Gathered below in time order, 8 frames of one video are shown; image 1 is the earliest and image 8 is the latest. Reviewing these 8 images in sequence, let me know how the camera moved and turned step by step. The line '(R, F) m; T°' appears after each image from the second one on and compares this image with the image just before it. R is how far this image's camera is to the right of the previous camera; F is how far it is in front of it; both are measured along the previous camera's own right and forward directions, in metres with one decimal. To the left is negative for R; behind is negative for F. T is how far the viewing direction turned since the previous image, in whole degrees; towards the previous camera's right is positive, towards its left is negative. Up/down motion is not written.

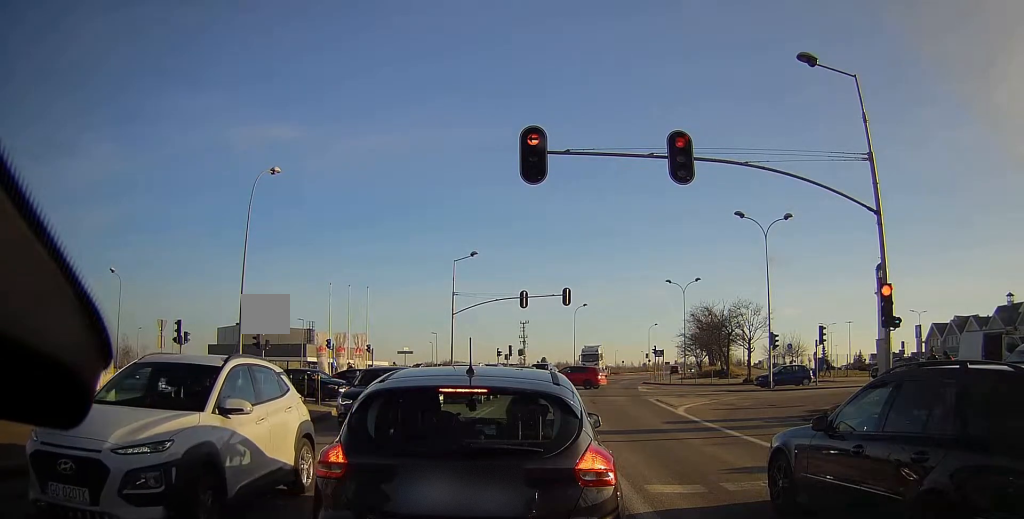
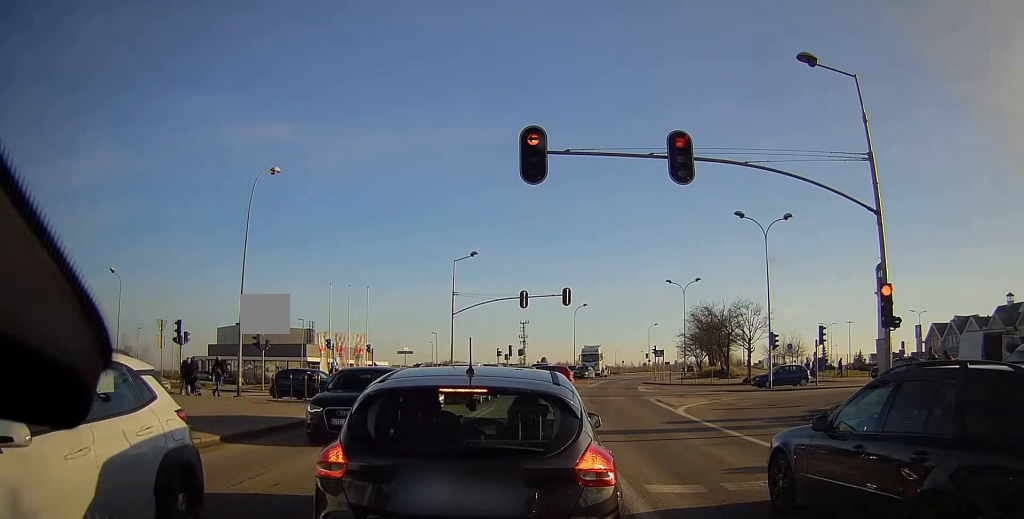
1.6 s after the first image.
(0.0, 0.0) m; 0°
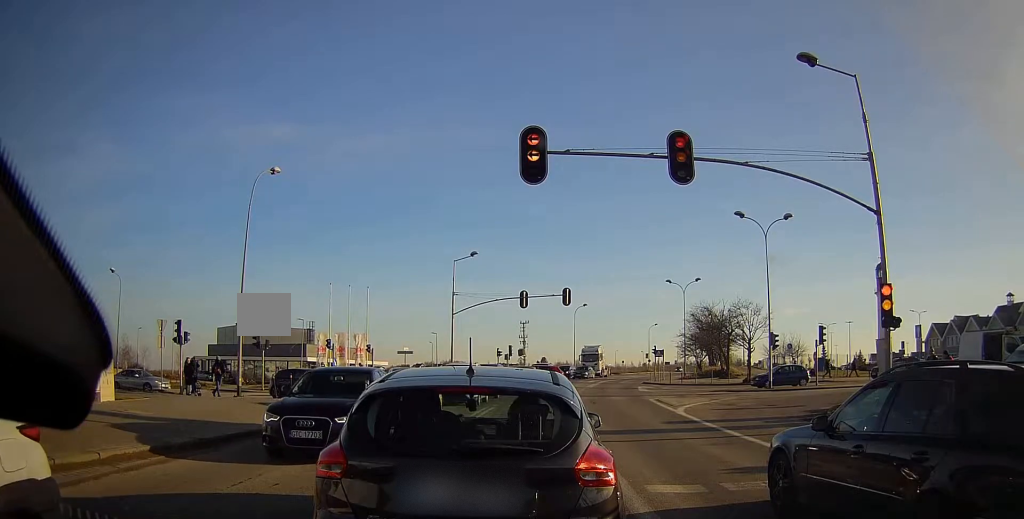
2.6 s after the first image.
(0.0, 0.0) m; 0°
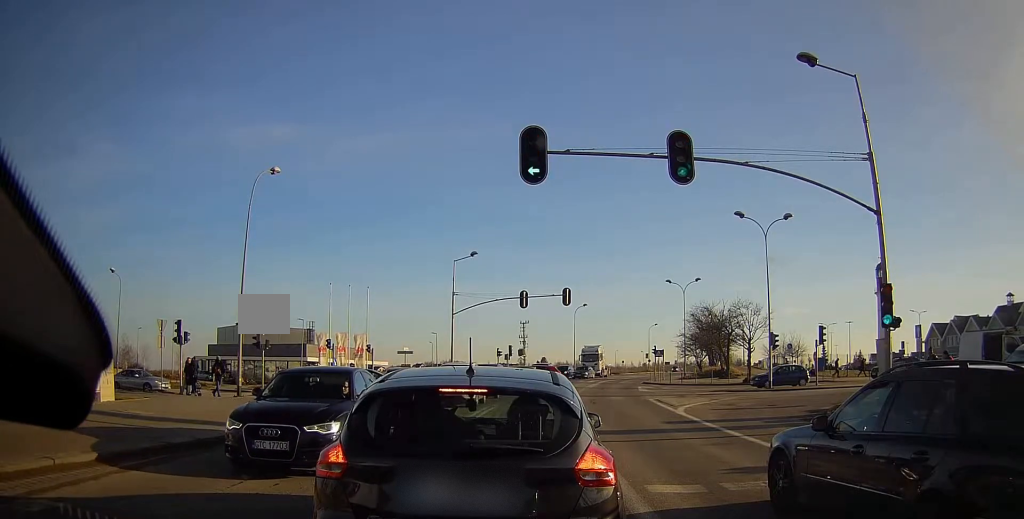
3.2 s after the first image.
(0.0, 0.0) m; 0°
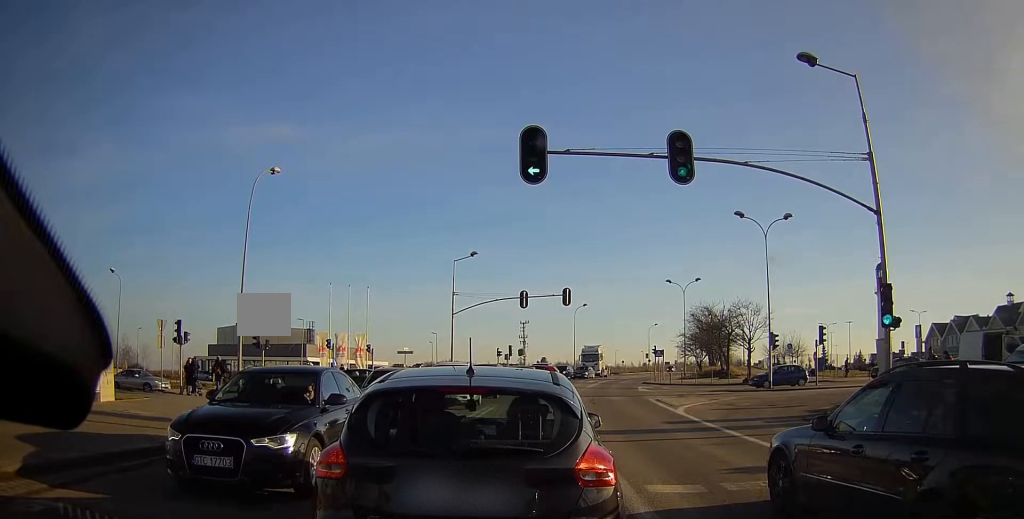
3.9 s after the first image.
(0.0, 0.0) m; 0°
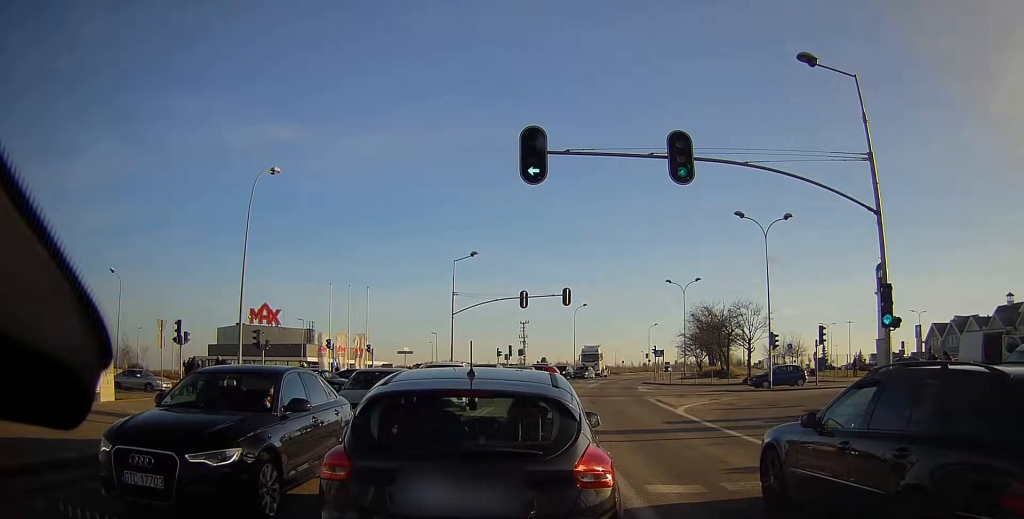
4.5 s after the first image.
(0.0, 0.0) m; 0°
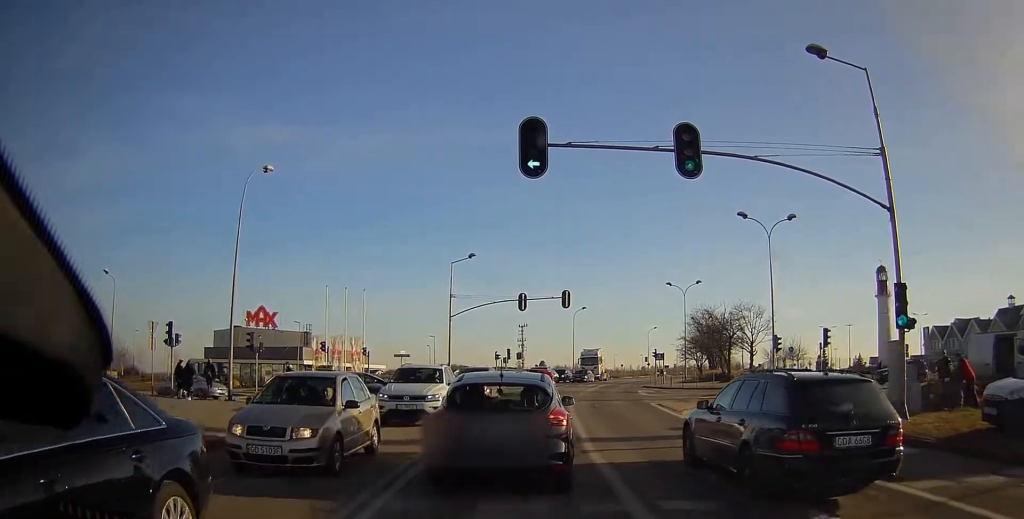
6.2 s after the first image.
(0.0, +1.4) m; 0°
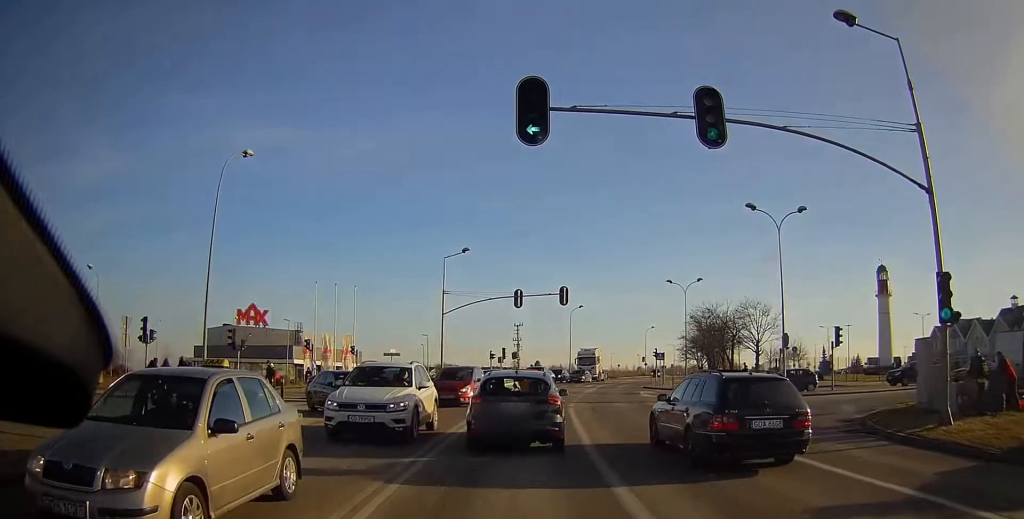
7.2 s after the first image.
(0.0, +2.9) m; 0°
